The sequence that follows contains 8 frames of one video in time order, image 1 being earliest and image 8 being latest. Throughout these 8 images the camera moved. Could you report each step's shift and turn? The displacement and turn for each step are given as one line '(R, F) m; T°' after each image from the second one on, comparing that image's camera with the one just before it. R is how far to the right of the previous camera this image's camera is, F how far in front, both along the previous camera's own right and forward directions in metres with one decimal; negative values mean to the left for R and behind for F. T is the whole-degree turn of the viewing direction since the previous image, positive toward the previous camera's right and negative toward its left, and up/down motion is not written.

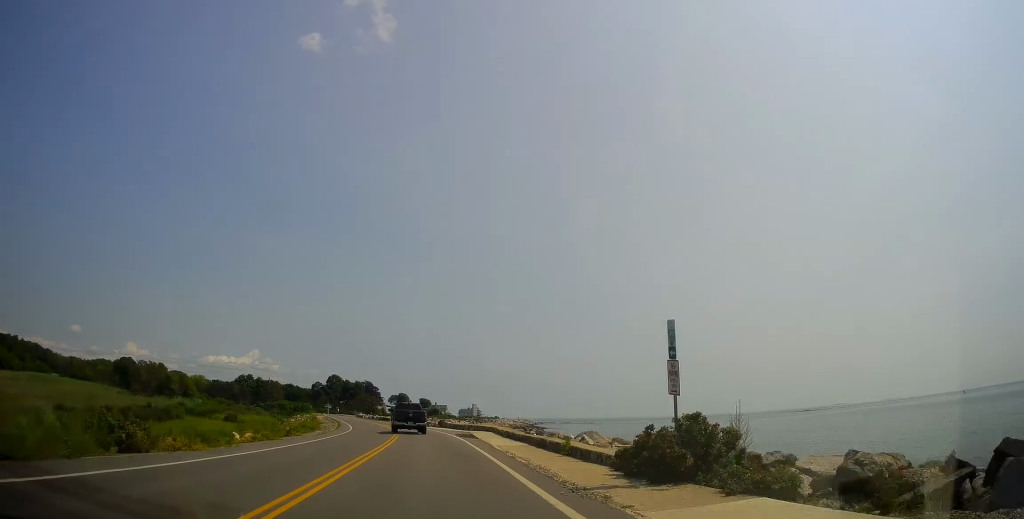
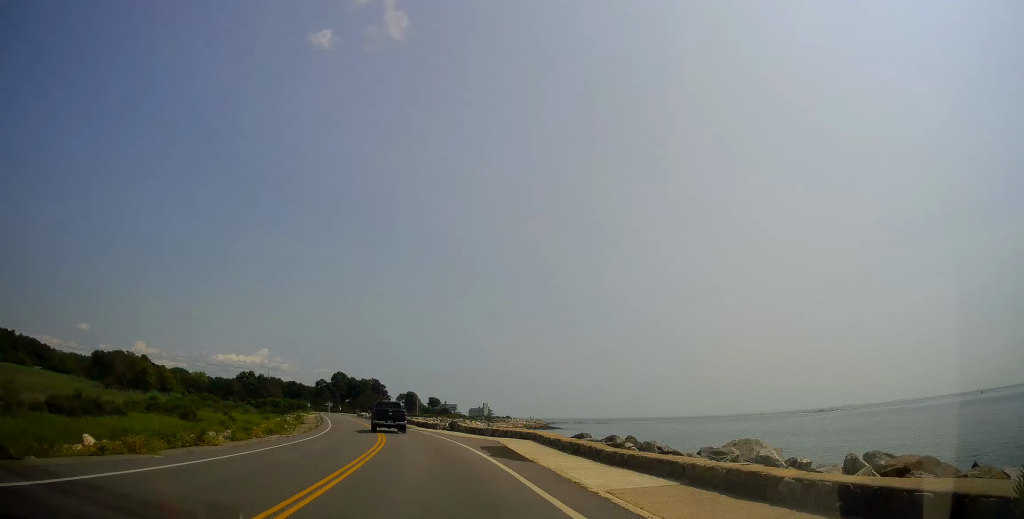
(0.0, +14.5) m; -1°
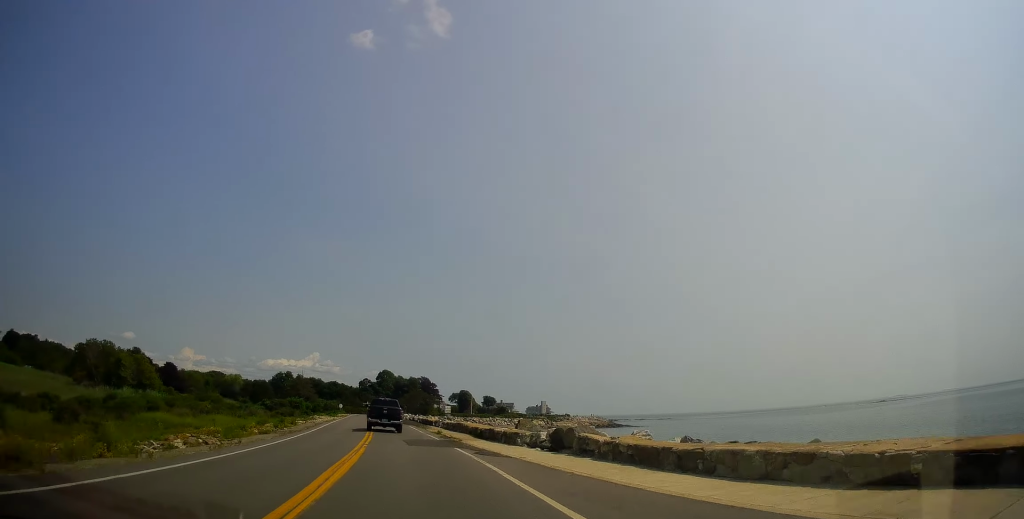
(-0.9, +29.3) m; -4°
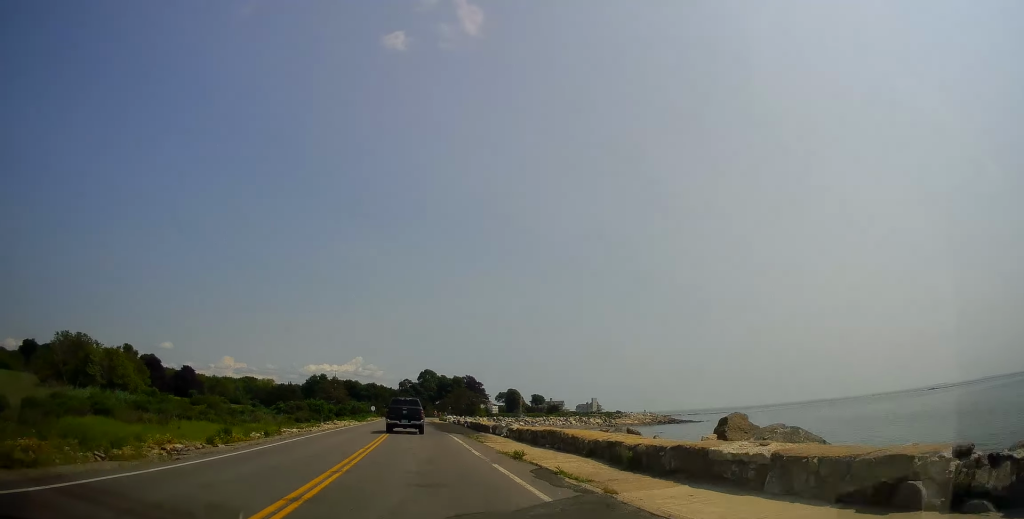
(-0.8, +21.3) m; -3°
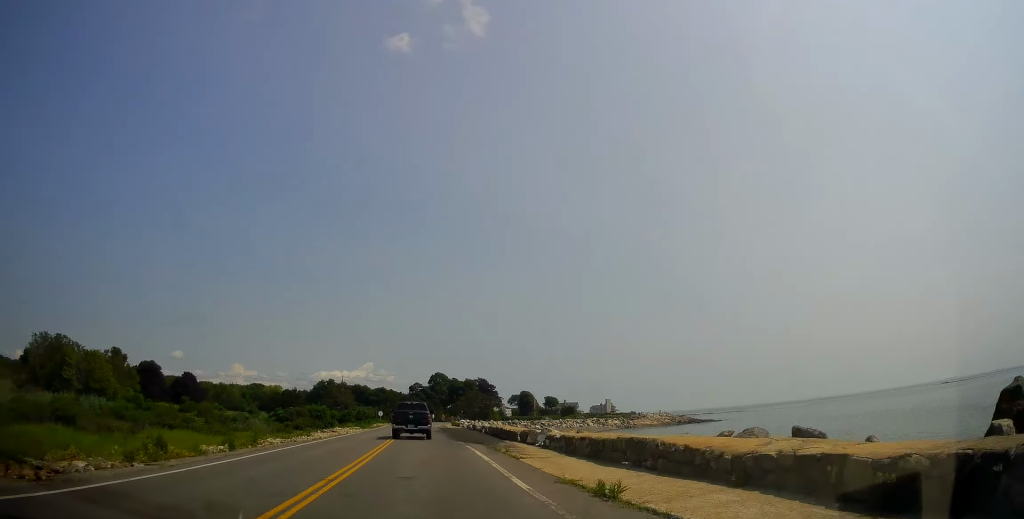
(0.0, +8.0) m; -1°
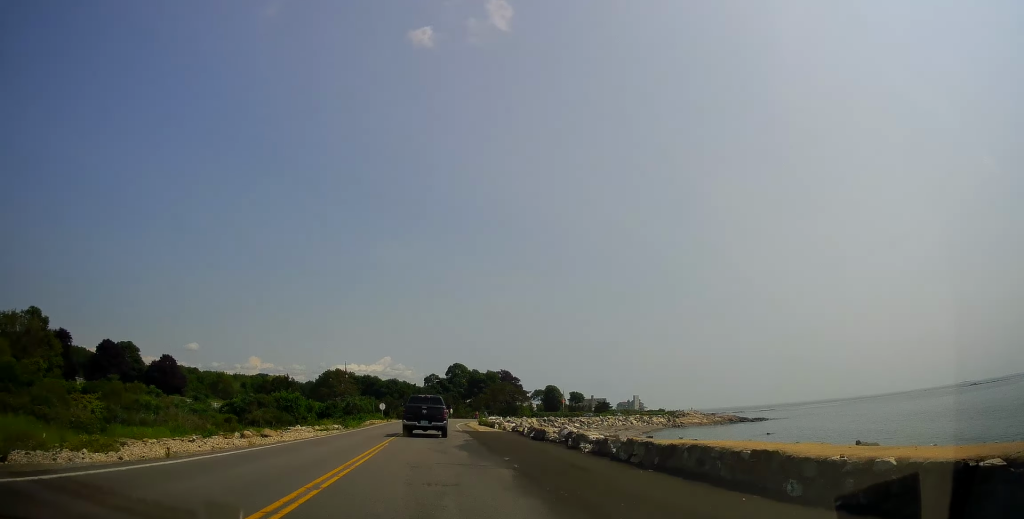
(-1.0, +28.2) m; -3°
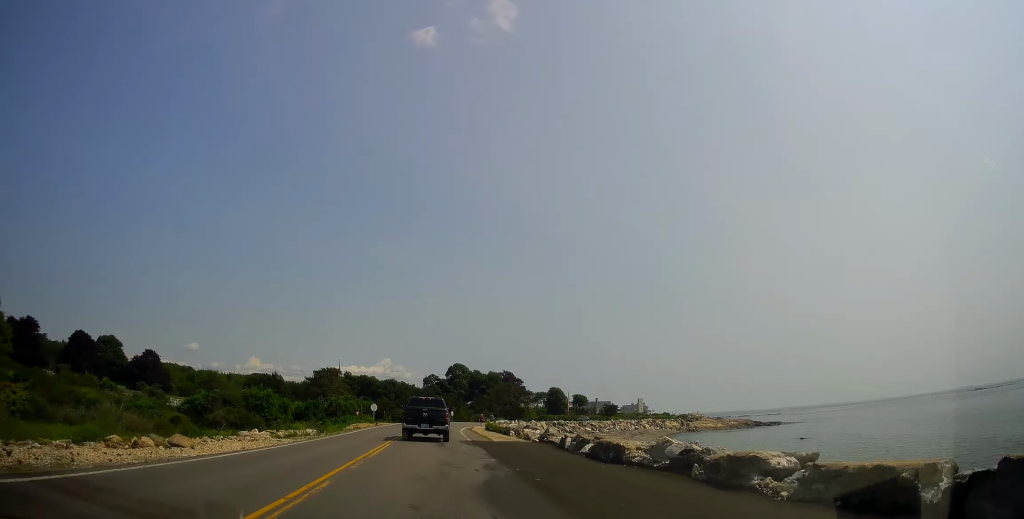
(-0.1, +11.0) m; 0°
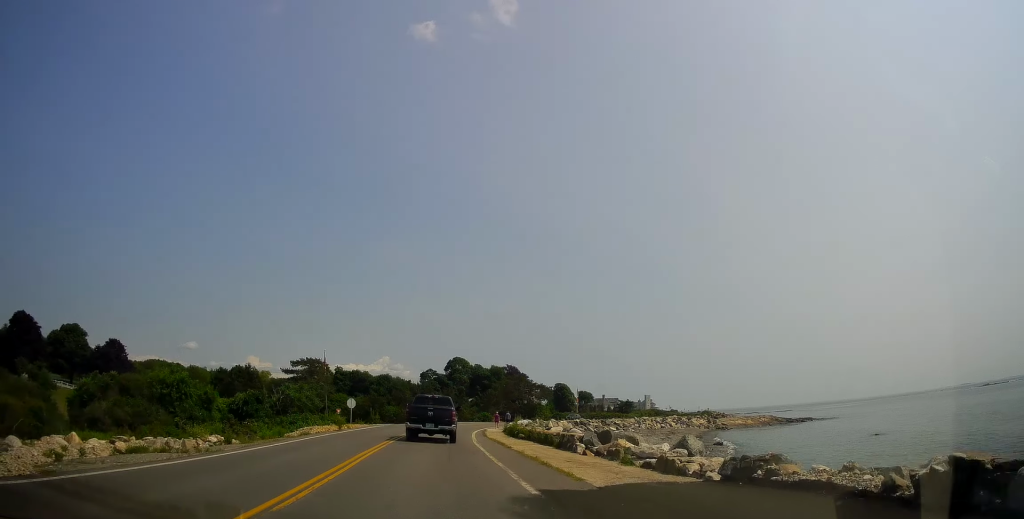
(0.0, +19.7) m; -1°
